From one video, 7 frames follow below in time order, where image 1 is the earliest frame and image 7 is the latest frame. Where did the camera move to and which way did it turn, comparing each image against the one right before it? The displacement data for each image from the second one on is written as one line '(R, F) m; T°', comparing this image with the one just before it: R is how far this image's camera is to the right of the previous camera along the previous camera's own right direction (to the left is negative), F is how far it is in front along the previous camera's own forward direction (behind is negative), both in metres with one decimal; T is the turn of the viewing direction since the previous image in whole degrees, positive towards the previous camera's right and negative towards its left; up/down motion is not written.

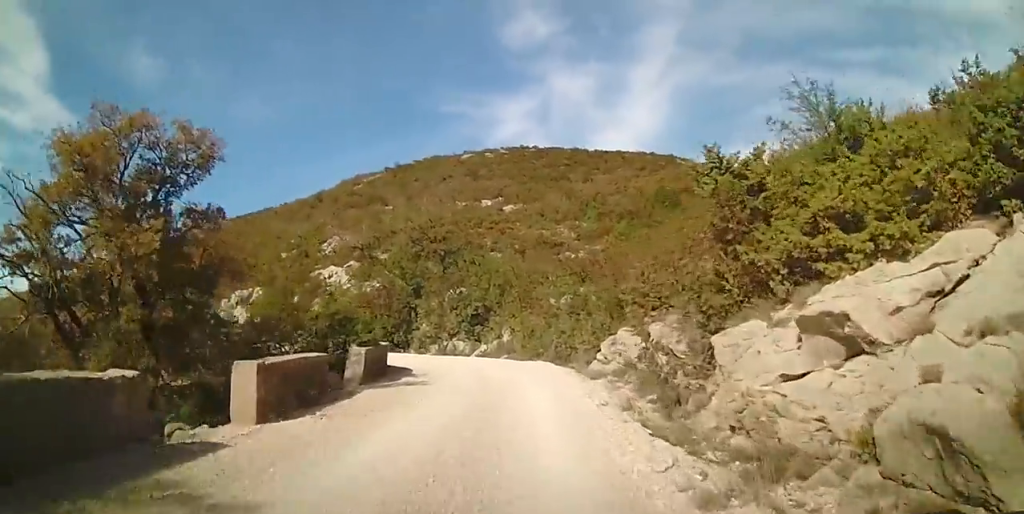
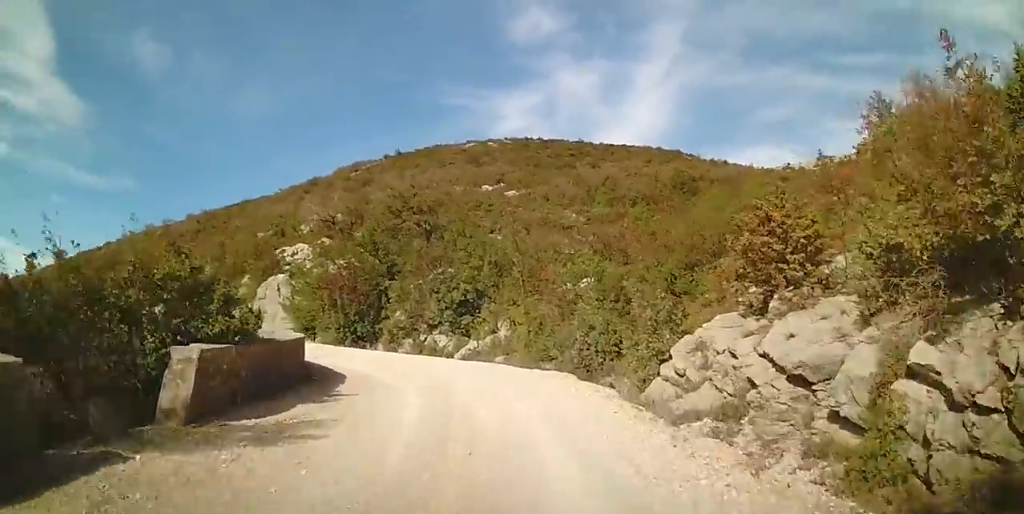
(0.0, +8.1) m; -1°
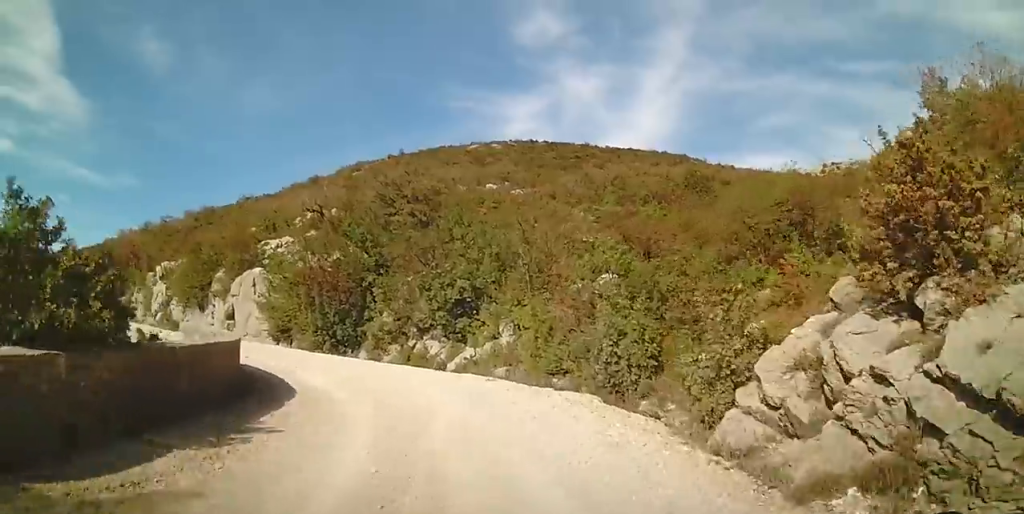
(0.0, +3.5) m; -4°
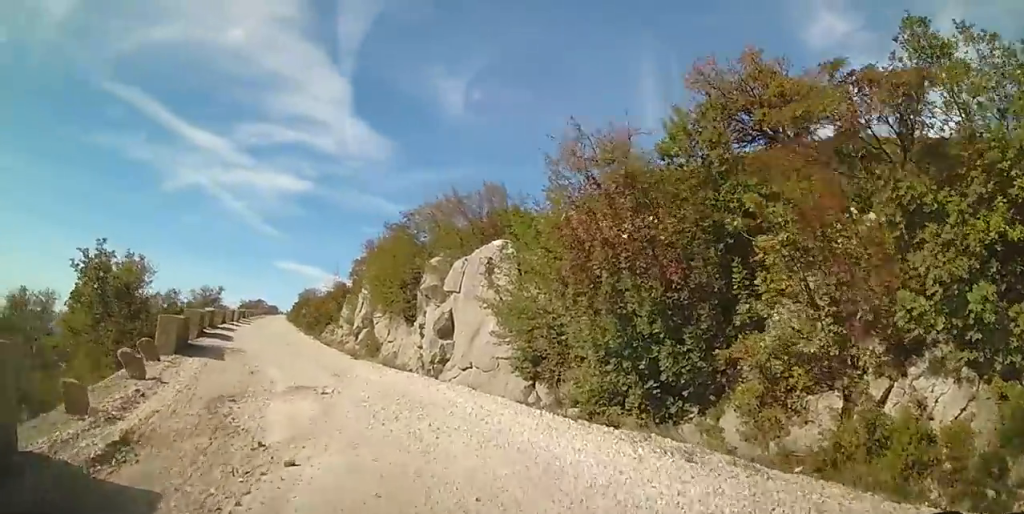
(-3.0, +13.9) m; -26°
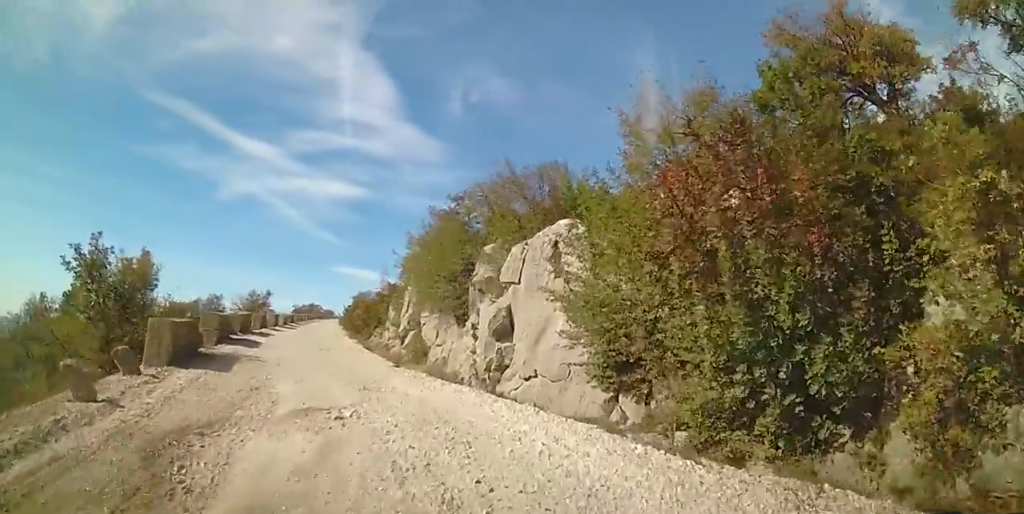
(-0.1, +2.5) m; -8°
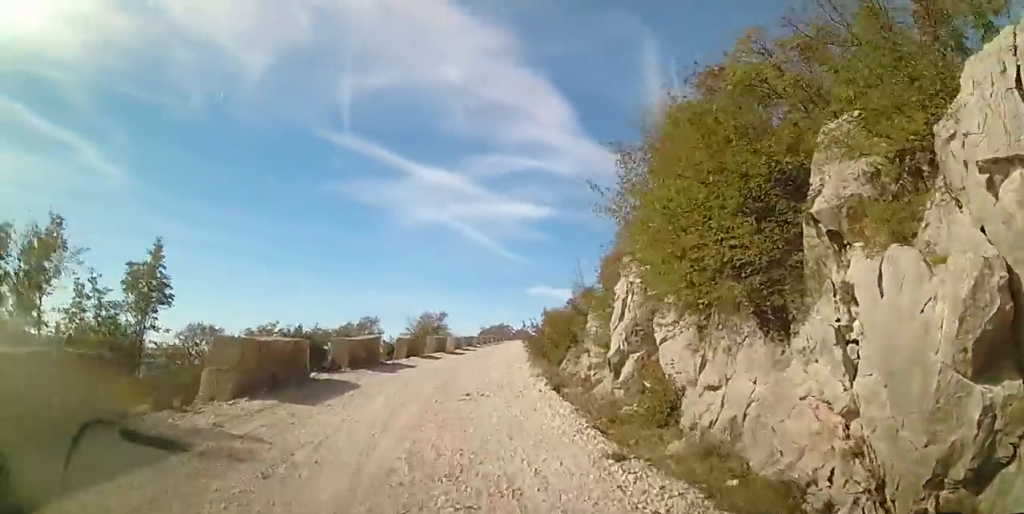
(-1.9, +8.4) m; -21°
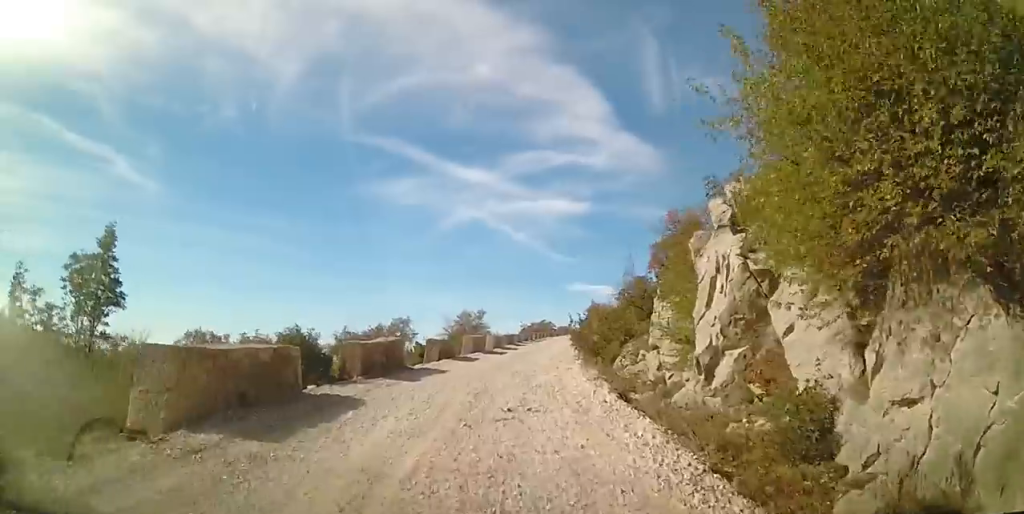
(-0.3, +2.8) m; +1°
